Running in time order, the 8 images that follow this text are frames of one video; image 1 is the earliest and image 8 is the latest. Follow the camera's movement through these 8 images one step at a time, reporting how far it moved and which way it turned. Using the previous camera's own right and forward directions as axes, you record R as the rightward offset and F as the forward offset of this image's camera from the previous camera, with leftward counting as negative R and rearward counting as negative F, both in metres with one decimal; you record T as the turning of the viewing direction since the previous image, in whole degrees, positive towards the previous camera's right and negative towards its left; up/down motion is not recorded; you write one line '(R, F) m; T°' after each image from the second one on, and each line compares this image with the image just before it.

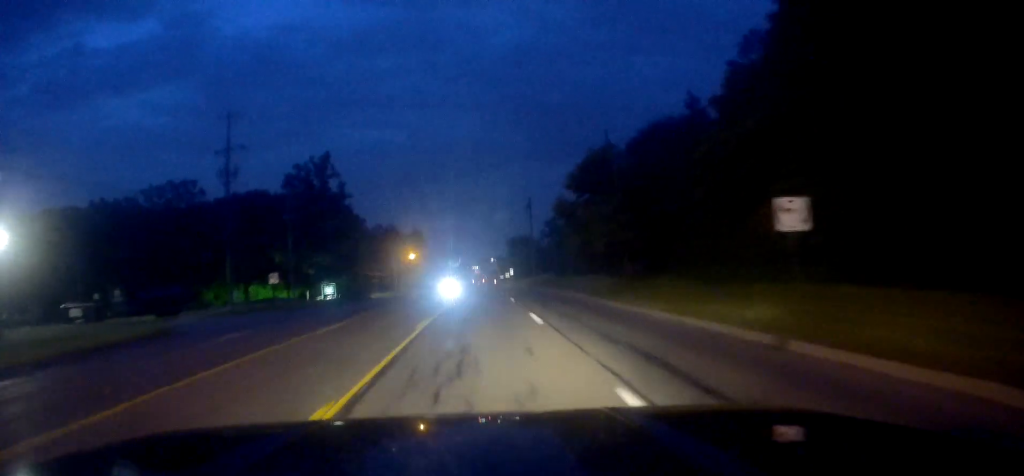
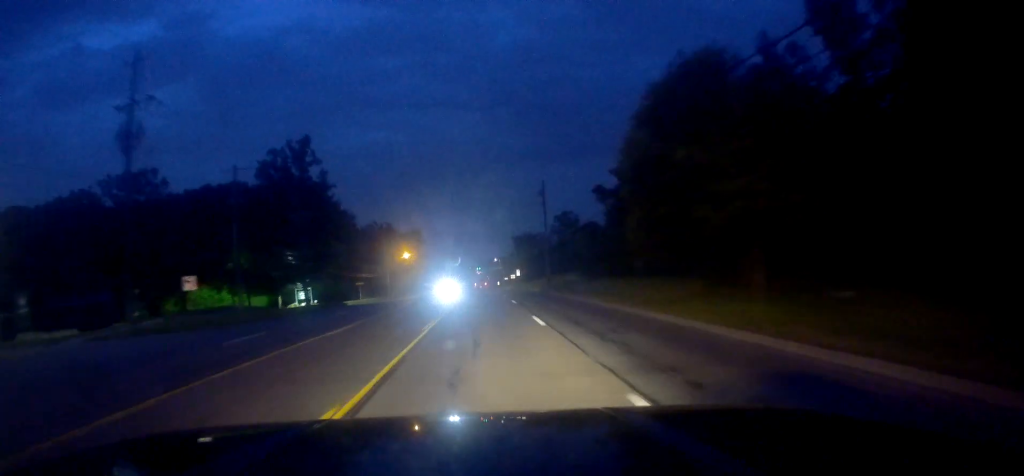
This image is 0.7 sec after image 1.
(-0.1, +14.5) m; 0°
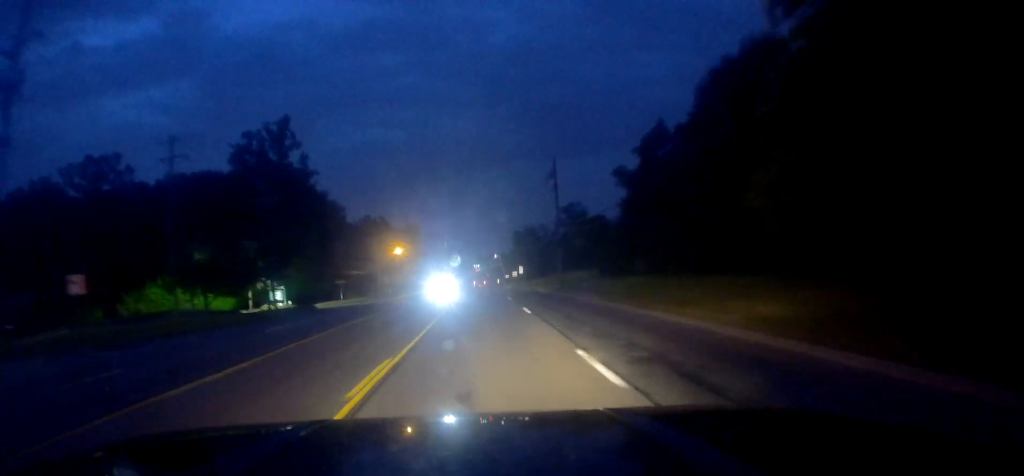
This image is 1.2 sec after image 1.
(+0.4, +10.3) m; 0°
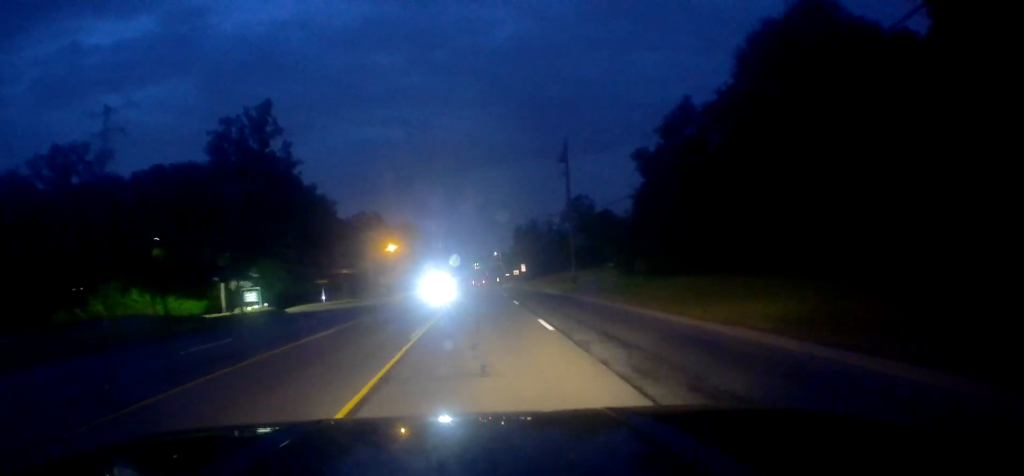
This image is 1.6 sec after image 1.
(0.0, +8.3) m; 0°
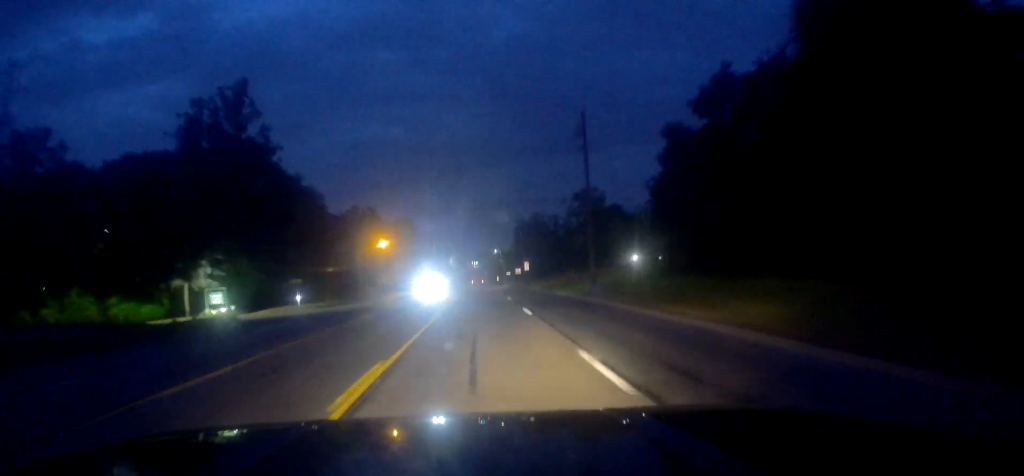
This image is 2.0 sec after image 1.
(-0.3, +8.4) m; 0°
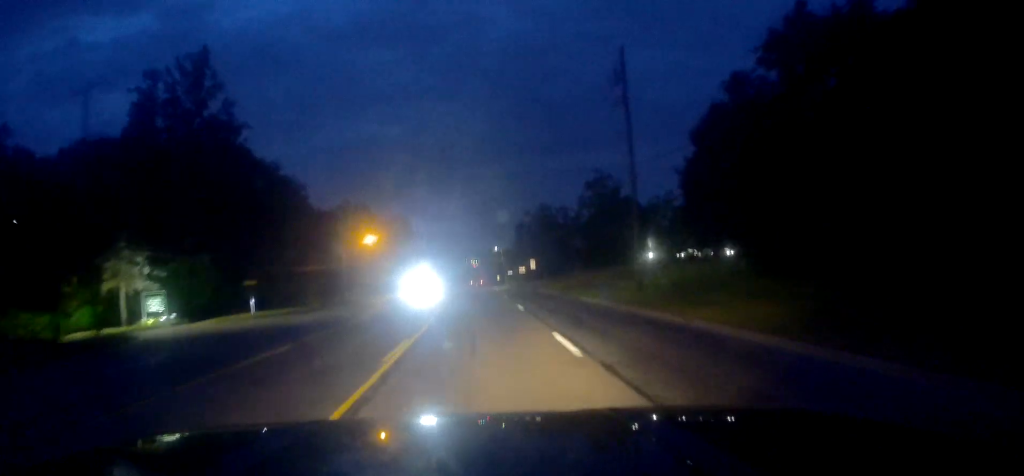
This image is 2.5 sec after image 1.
(-0.2, +11.2) m; 0°
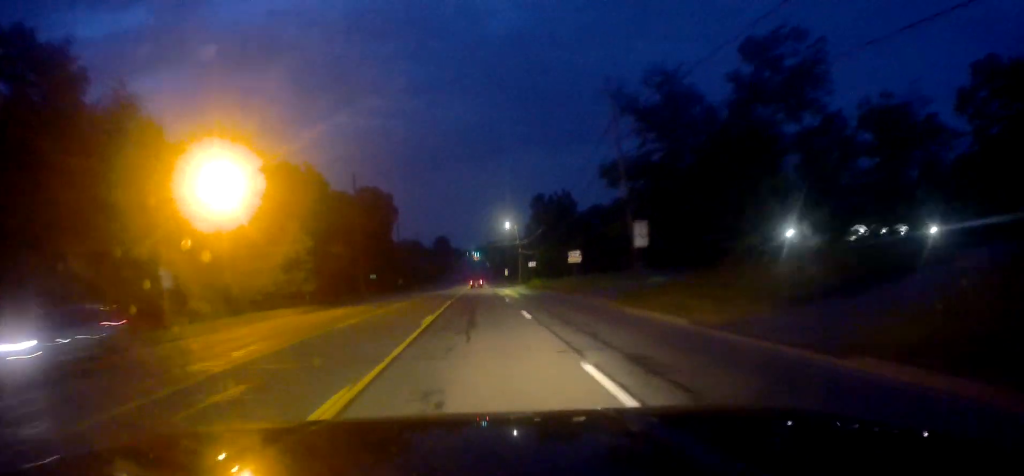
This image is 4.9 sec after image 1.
(+1.2, +50.8) m; +1°
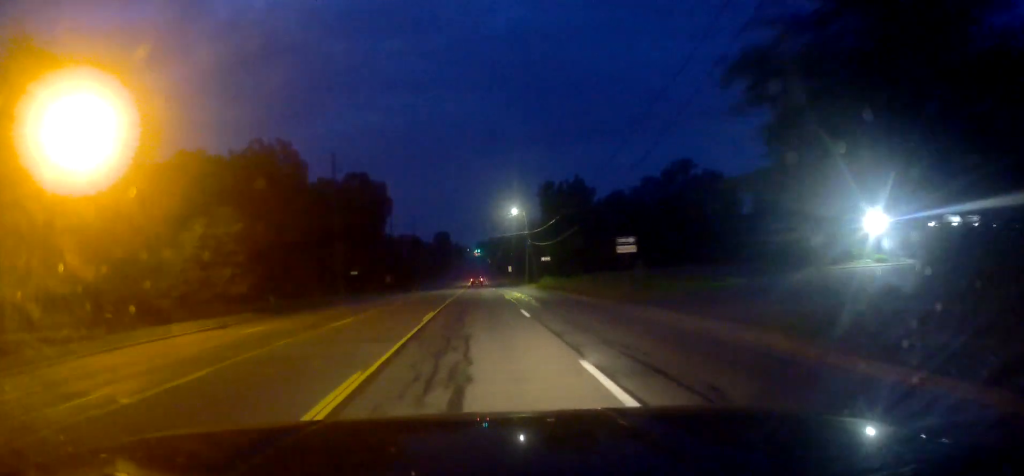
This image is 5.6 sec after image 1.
(-0.1, +14.9) m; 0°
